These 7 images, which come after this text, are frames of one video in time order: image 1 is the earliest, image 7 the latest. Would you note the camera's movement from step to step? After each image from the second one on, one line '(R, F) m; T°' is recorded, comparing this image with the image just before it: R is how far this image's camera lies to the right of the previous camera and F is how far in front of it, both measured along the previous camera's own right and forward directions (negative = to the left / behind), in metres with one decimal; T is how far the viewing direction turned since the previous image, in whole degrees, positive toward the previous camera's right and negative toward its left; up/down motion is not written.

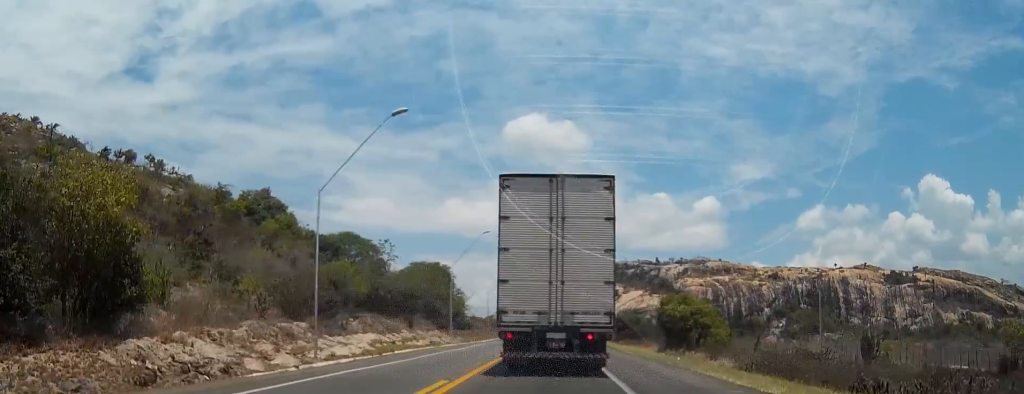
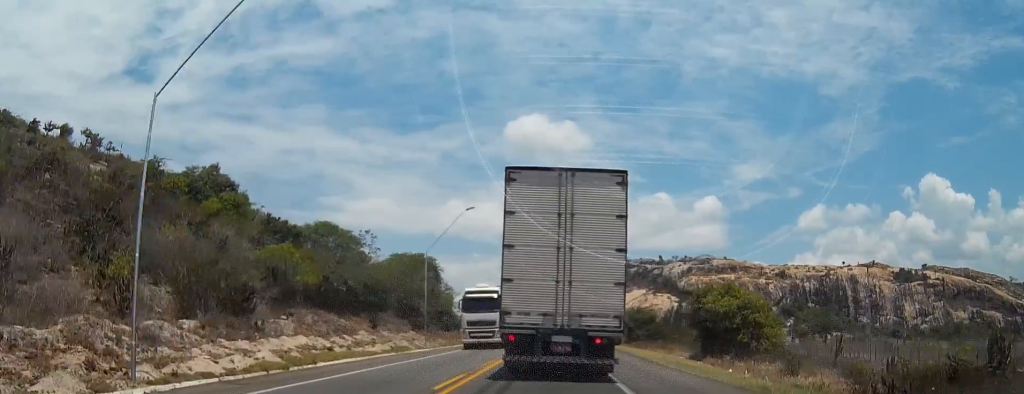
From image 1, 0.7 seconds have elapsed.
(0.0, +14.0) m; 0°
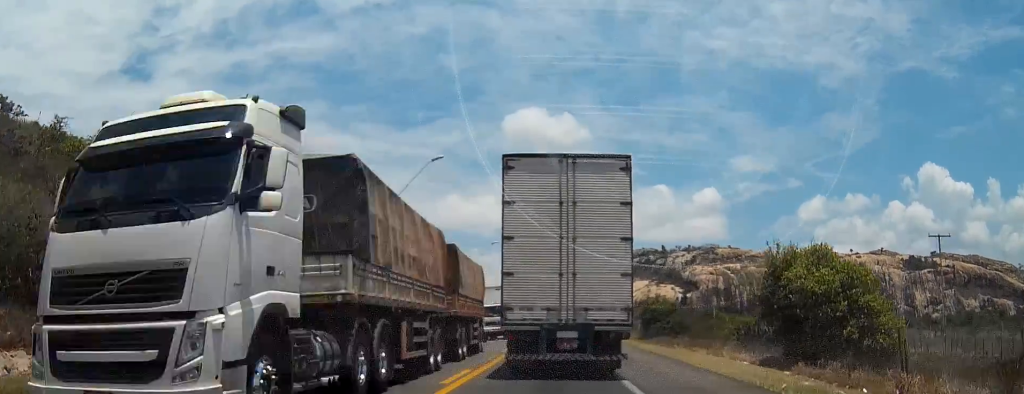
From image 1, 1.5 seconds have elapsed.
(0.0, +15.5) m; 0°
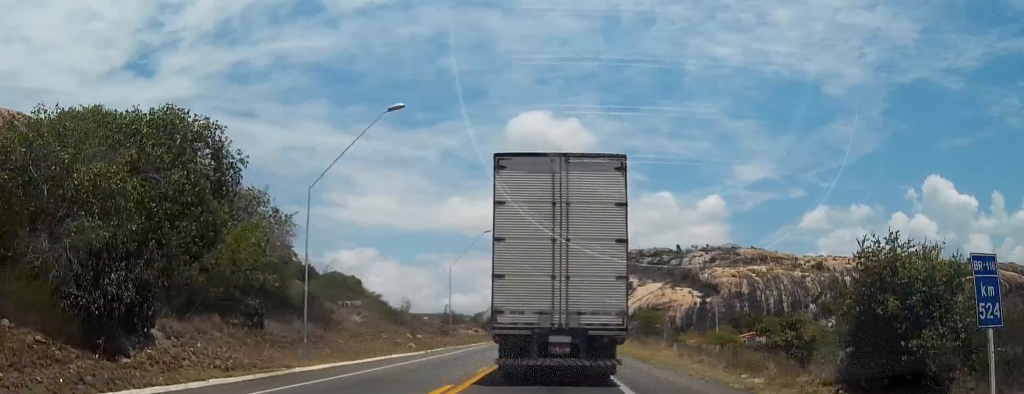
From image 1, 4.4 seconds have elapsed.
(0.0, +51.4) m; 0°
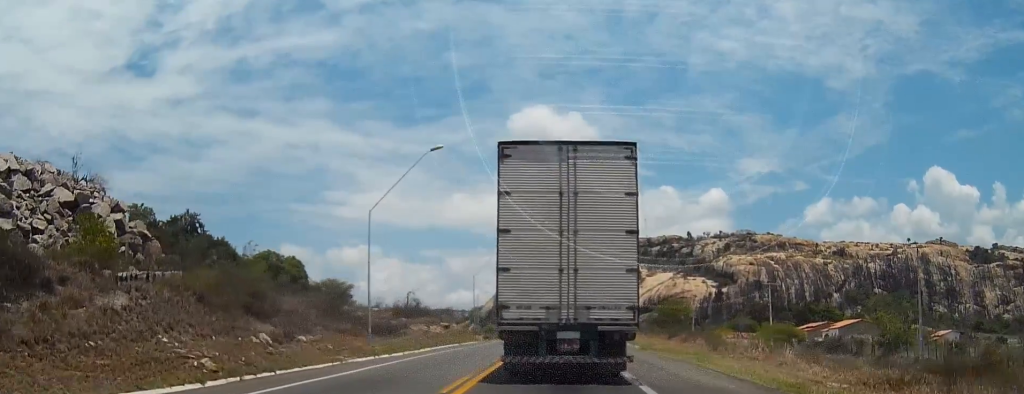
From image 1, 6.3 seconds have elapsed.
(0.0, +30.9) m; 0°
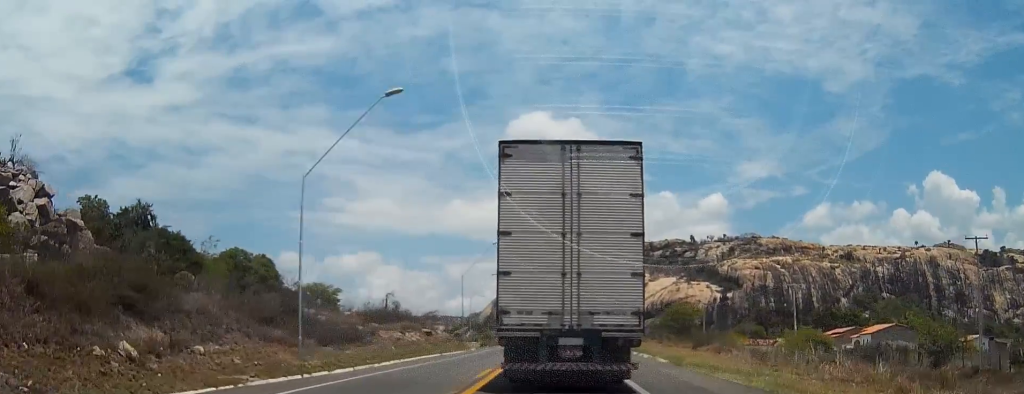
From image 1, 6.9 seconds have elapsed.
(0.0, +10.4) m; 0°
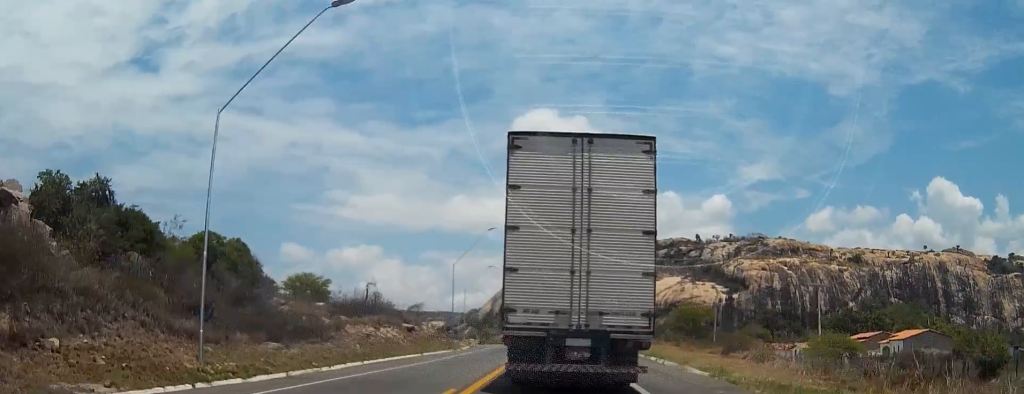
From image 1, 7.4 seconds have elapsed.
(0.0, +8.2) m; 0°
